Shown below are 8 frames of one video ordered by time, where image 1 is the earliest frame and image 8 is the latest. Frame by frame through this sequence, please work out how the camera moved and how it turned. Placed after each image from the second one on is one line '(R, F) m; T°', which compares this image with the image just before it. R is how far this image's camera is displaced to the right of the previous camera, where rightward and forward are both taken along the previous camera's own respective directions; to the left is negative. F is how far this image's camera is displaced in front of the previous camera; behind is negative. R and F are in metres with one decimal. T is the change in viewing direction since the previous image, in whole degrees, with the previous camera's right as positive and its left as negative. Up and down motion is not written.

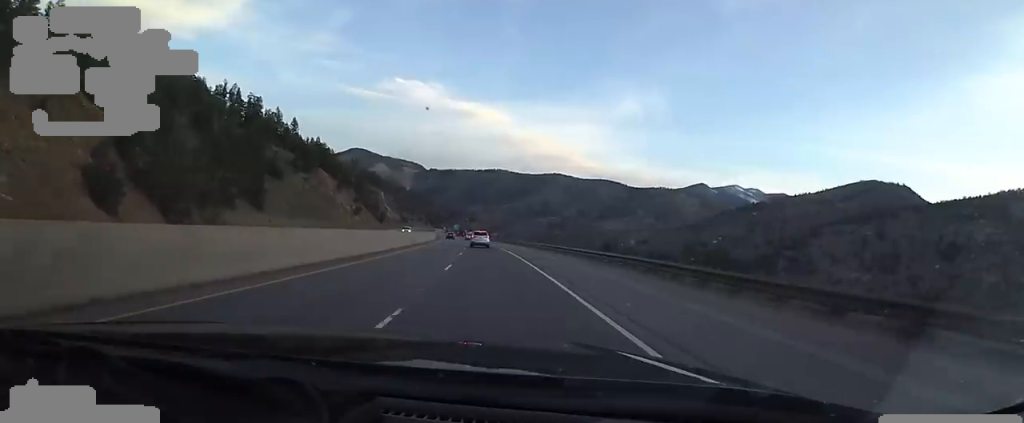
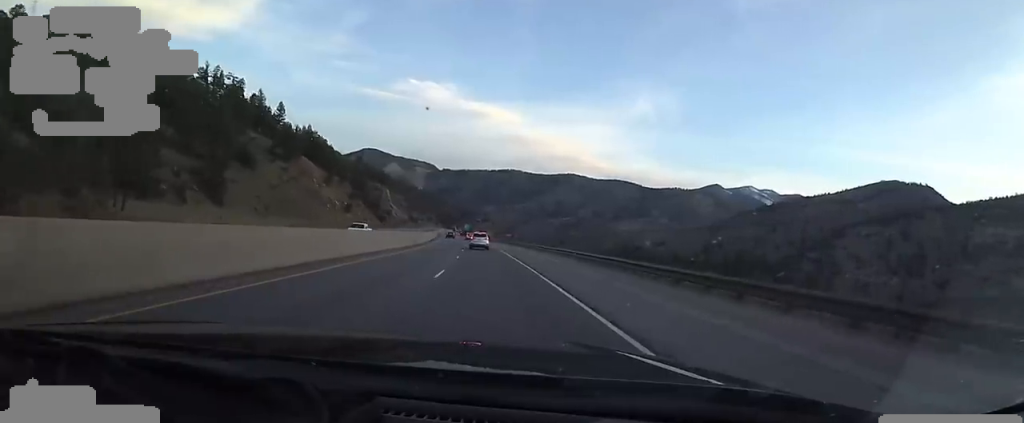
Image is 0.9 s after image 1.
(-0.4, +27.4) m; -2°
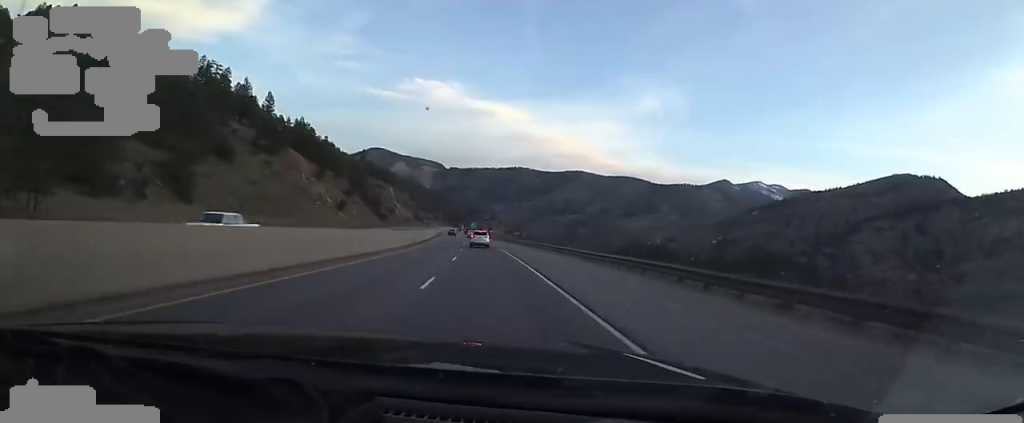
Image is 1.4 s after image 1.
(-0.3, +15.2) m; -1°
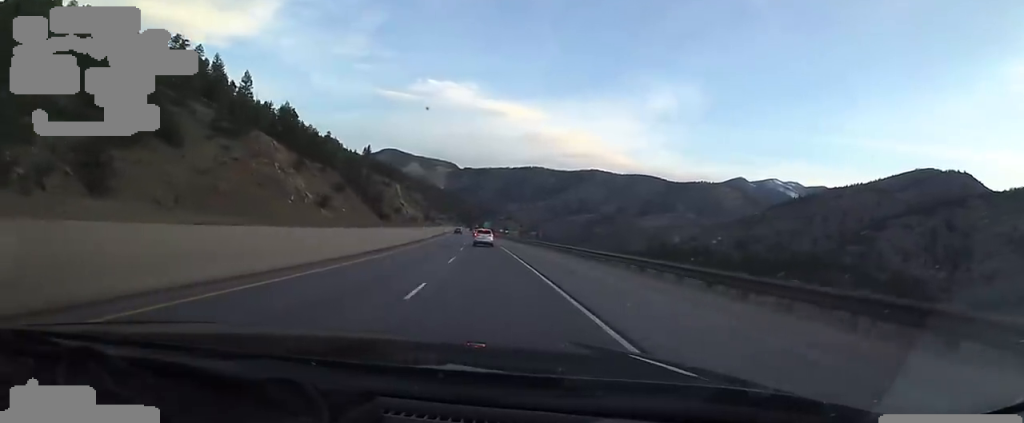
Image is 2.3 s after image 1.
(-0.1, +26.2) m; -3°
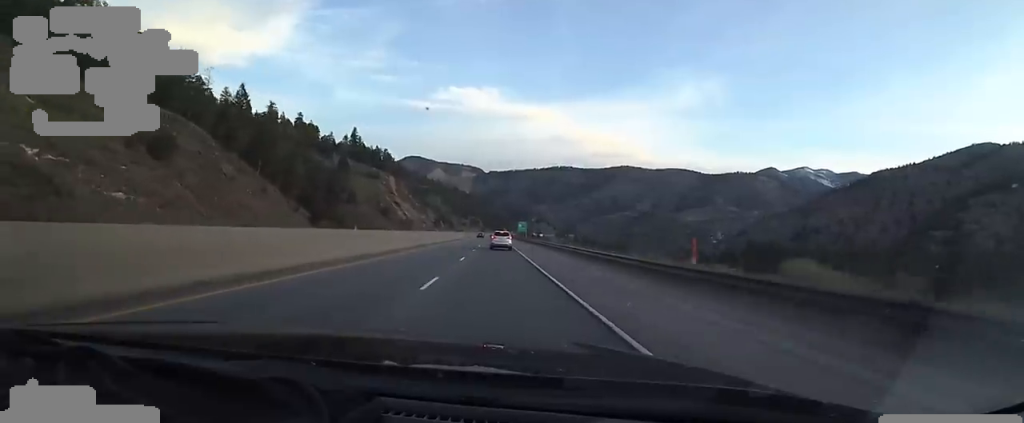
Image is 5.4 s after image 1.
(-2.5, +95.6) m; -3°
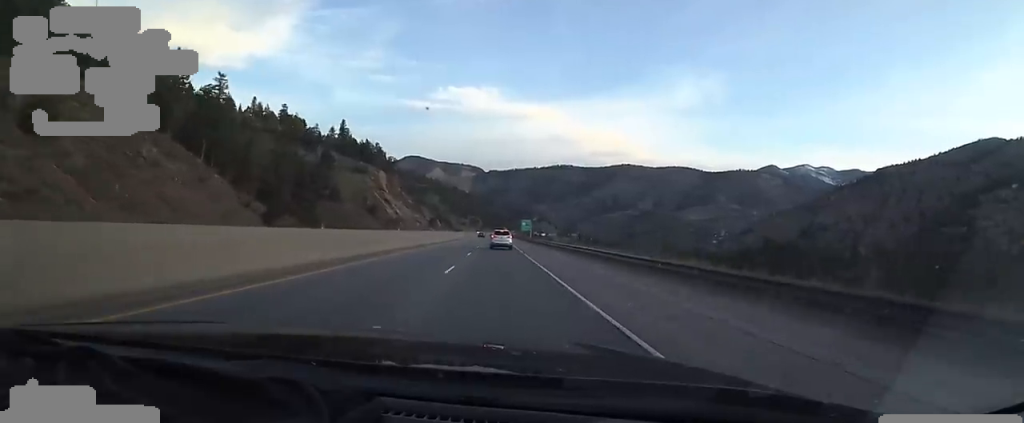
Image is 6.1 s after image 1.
(-0.4, +20.7) m; 0°
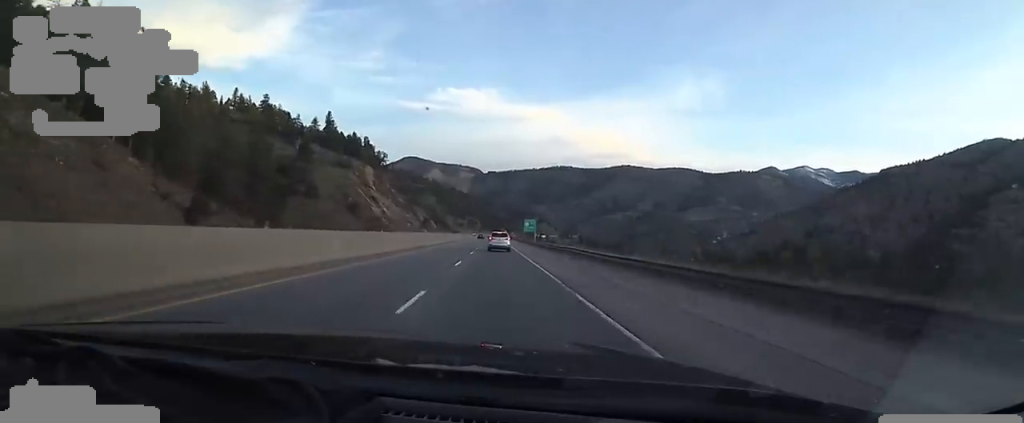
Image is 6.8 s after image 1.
(0.0, +20.7) m; +1°
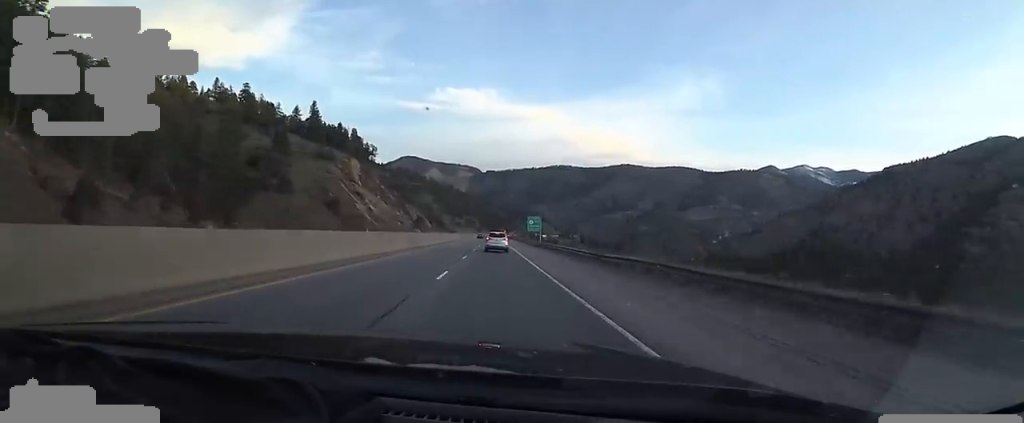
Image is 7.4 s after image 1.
(+0.3, +18.5) m; +1°
